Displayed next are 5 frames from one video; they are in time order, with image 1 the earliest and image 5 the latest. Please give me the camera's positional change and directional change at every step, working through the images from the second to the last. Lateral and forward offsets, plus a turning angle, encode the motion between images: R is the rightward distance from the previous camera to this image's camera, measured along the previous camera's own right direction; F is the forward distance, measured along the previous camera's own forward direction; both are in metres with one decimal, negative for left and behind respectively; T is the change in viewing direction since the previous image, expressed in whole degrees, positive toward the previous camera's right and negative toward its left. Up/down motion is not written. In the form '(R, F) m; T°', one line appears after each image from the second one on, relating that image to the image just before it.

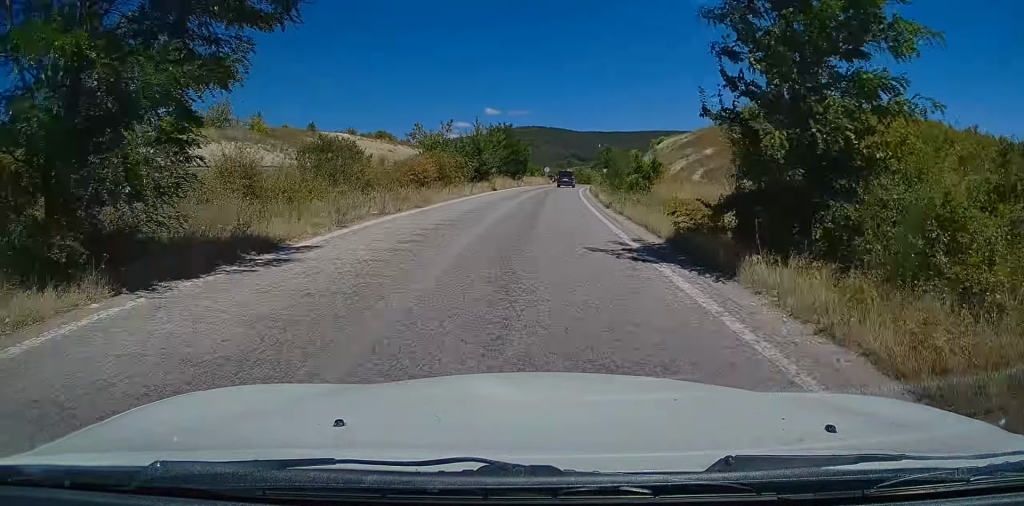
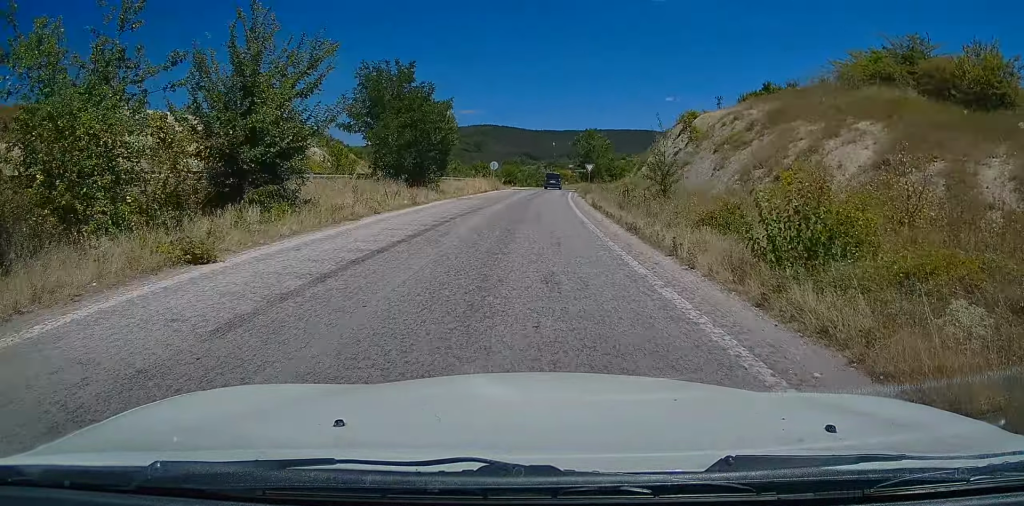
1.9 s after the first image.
(+0.8, +34.3) m; +2°
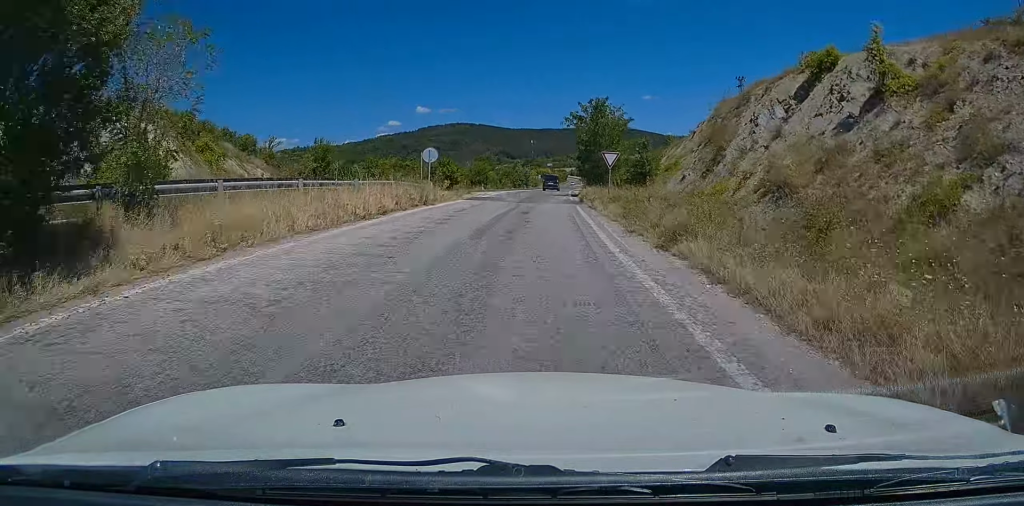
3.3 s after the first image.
(+0.5, +22.4) m; +3°
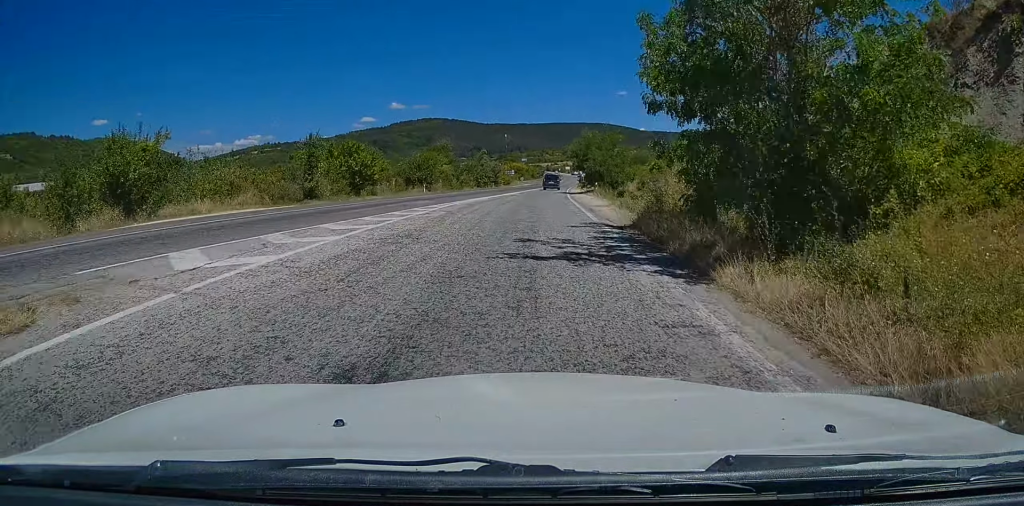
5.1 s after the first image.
(+1.0, +32.5) m; +3°
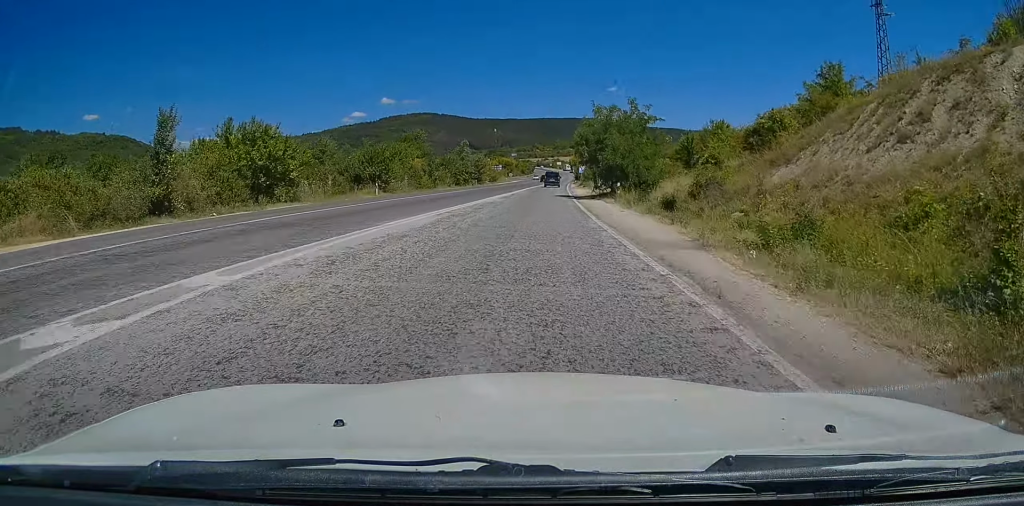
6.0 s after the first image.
(0.0, +18.0) m; 0°
